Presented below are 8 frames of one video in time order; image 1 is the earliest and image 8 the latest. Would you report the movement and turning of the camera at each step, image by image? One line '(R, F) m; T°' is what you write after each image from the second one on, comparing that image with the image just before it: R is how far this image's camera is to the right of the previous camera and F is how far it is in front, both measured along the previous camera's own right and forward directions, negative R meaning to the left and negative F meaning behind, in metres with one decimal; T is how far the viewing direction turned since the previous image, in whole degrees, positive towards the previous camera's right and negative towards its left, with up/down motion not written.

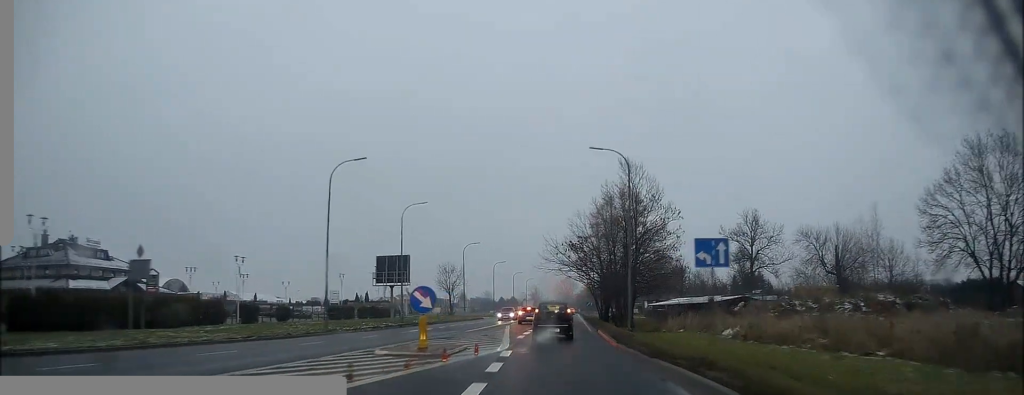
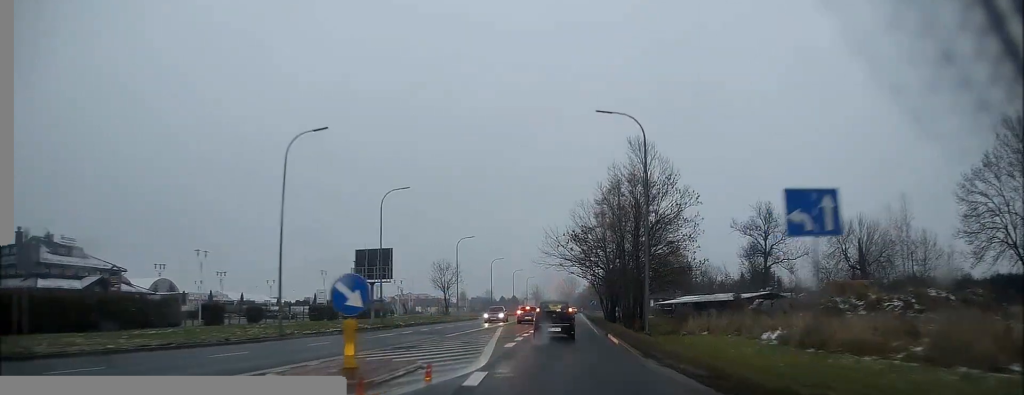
(-0.1, +6.4) m; 0°
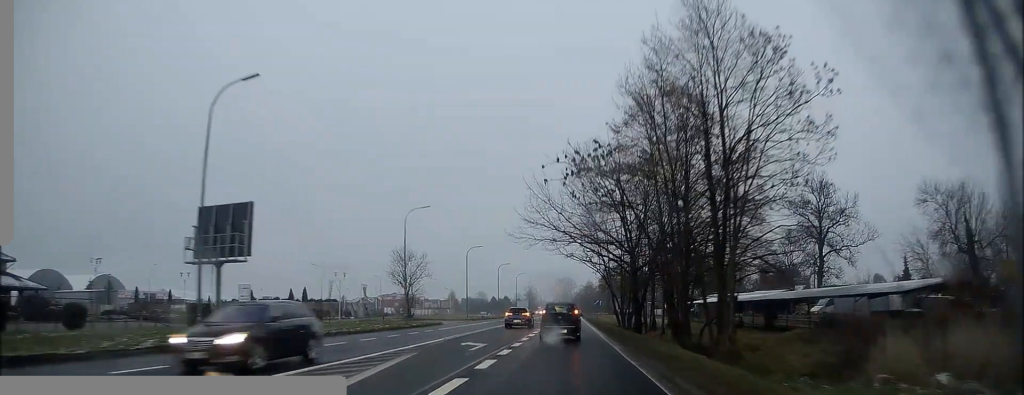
(-0.2, +24.0) m; 0°
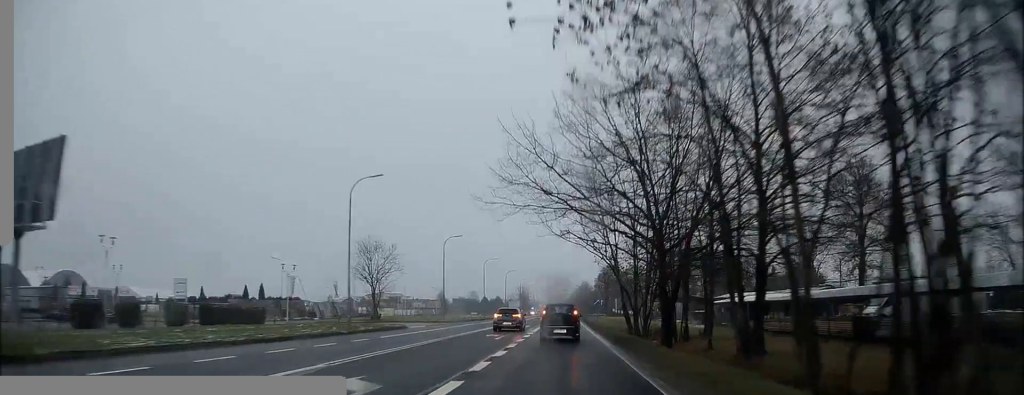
(0.0, +12.6) m; 0°
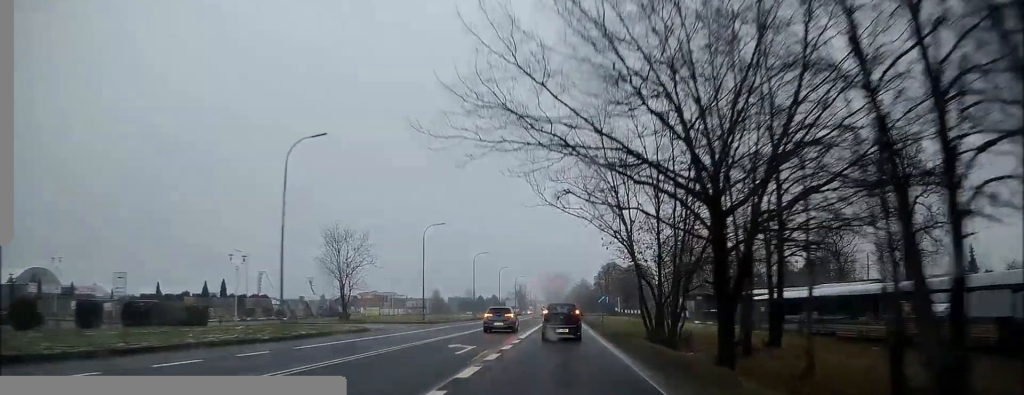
(0.0, +9.7) m; +1°
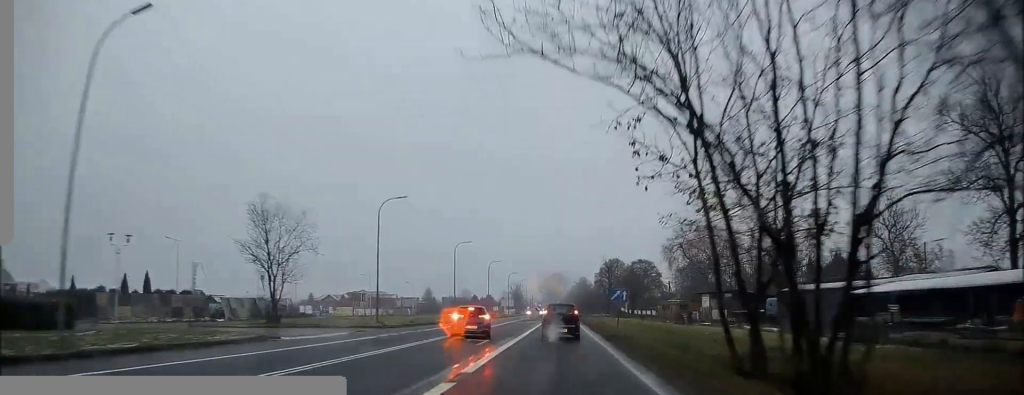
(+0.3, +15.1) m; 0°
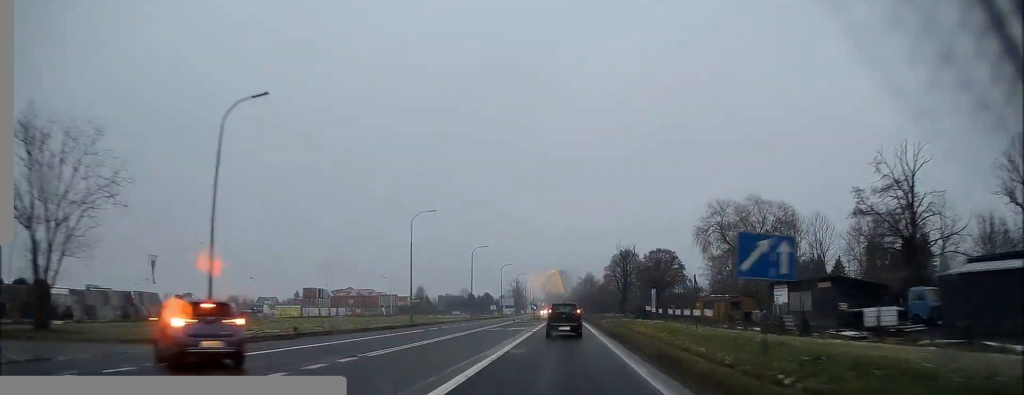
(-0.2, +24.2) m; 0°
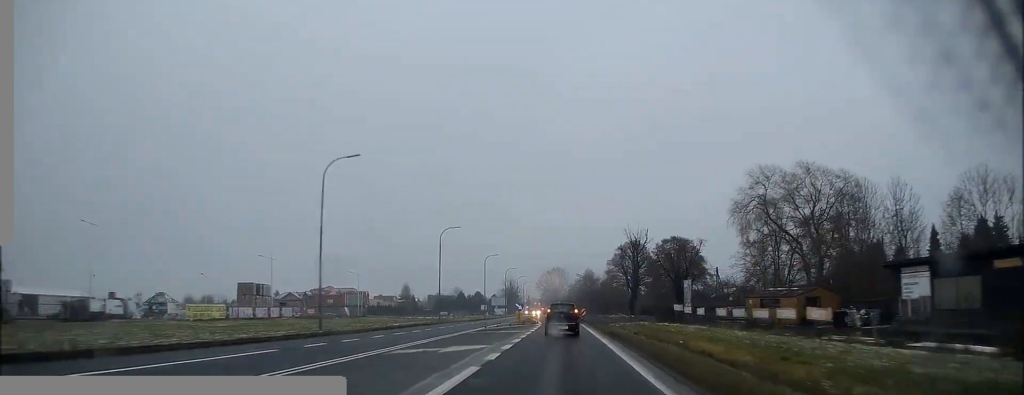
(+0.2, +20.1) m; 0°
